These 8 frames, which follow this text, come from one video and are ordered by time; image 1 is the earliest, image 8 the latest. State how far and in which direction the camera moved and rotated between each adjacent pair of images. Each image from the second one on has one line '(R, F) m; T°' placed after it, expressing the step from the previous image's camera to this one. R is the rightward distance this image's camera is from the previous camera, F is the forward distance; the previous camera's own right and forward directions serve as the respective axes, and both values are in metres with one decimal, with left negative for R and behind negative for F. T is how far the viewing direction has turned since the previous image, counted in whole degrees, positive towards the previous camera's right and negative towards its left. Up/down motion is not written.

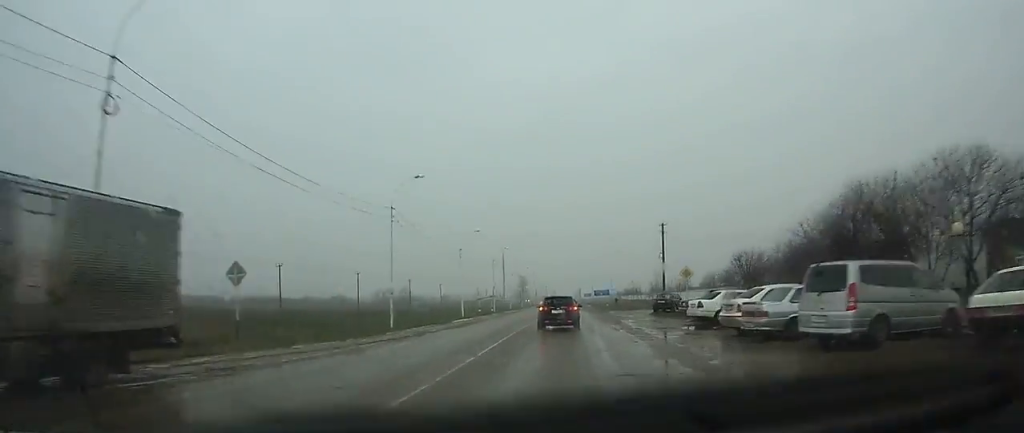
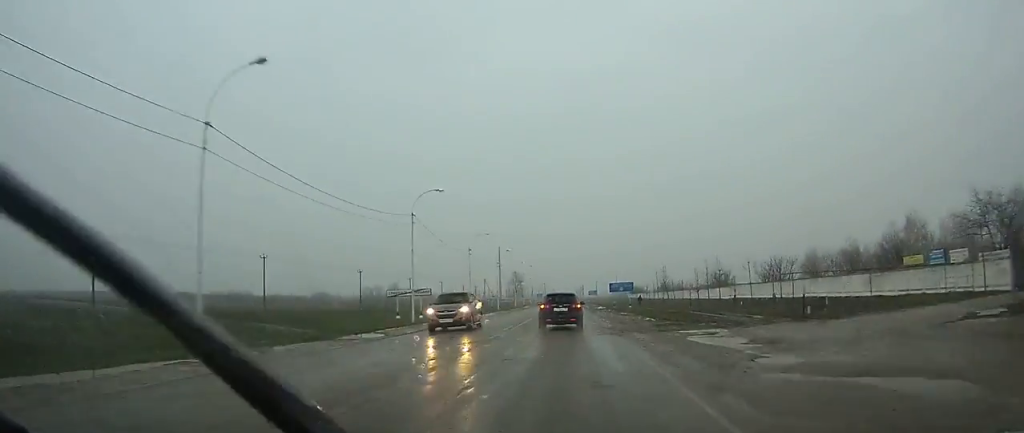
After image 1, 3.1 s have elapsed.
(-0.2, +42.8) m; -1°
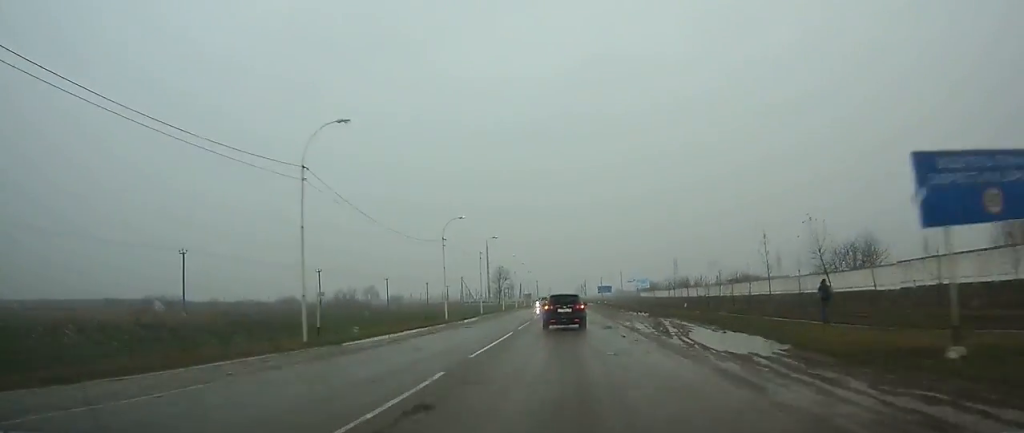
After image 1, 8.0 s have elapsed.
(-0.3, +64.7) m; 0°
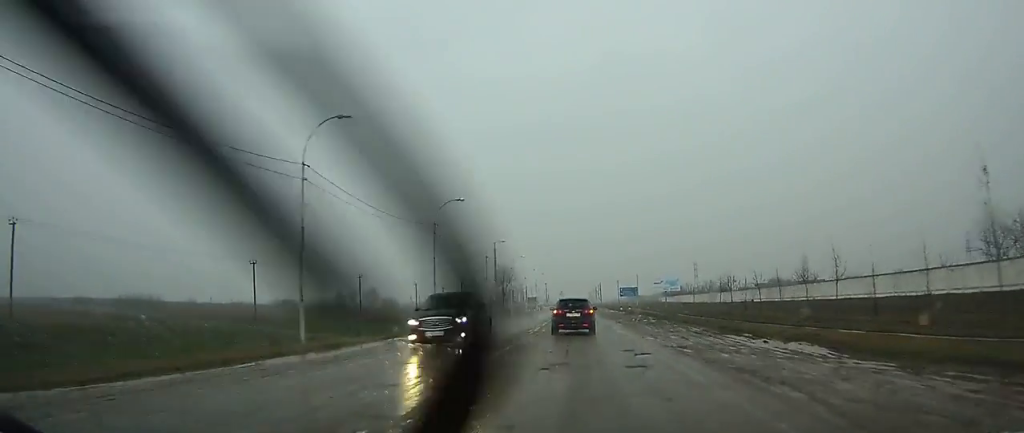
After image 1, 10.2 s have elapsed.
(0.0, +28.6) m; 0°
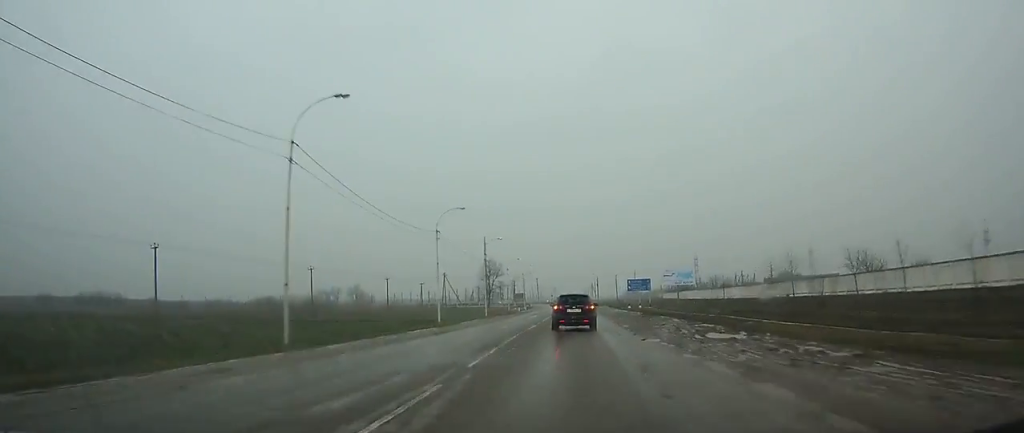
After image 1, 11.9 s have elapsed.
(+0.1, +21.6) m; +1°
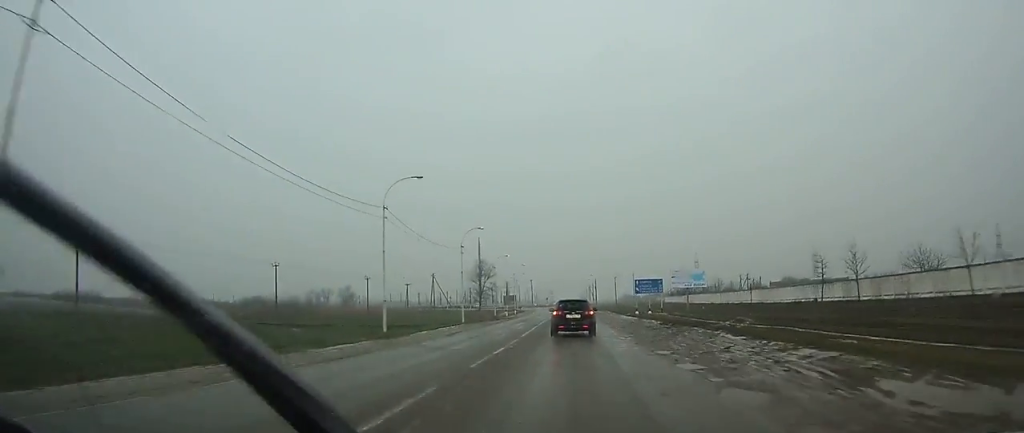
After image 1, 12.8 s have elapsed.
(0.0, +12.1) m; 0°
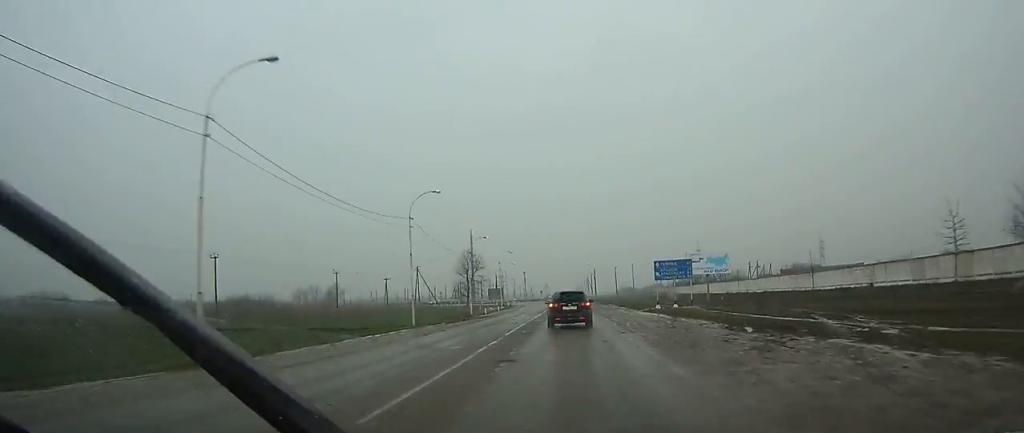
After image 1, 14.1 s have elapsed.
(+0.1, +16.4) m; 0°
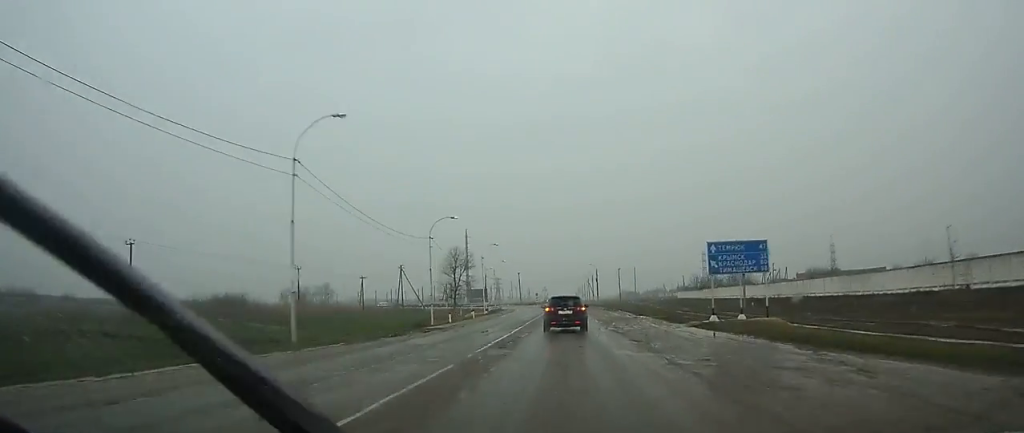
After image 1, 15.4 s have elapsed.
(0.0, +17.3) m; 0°
